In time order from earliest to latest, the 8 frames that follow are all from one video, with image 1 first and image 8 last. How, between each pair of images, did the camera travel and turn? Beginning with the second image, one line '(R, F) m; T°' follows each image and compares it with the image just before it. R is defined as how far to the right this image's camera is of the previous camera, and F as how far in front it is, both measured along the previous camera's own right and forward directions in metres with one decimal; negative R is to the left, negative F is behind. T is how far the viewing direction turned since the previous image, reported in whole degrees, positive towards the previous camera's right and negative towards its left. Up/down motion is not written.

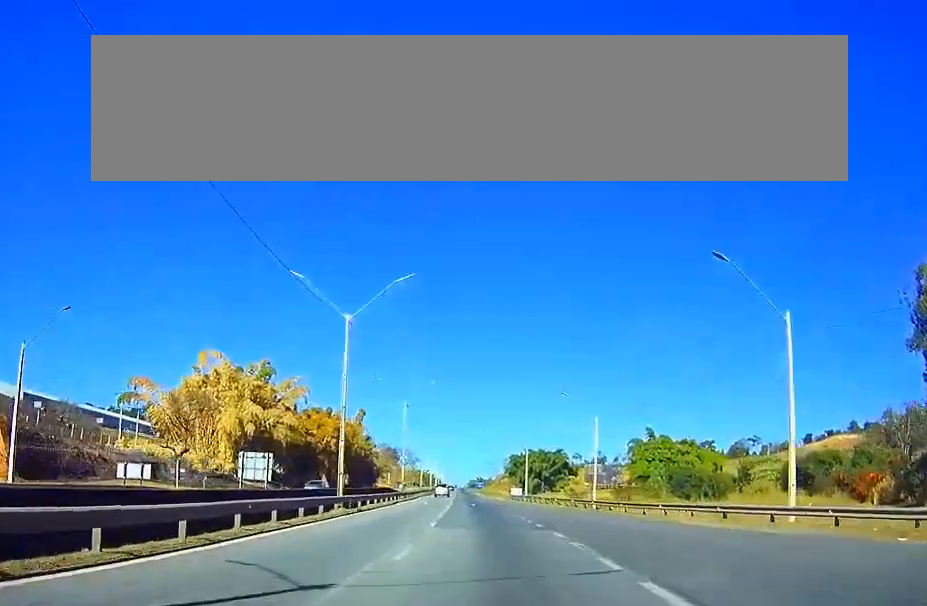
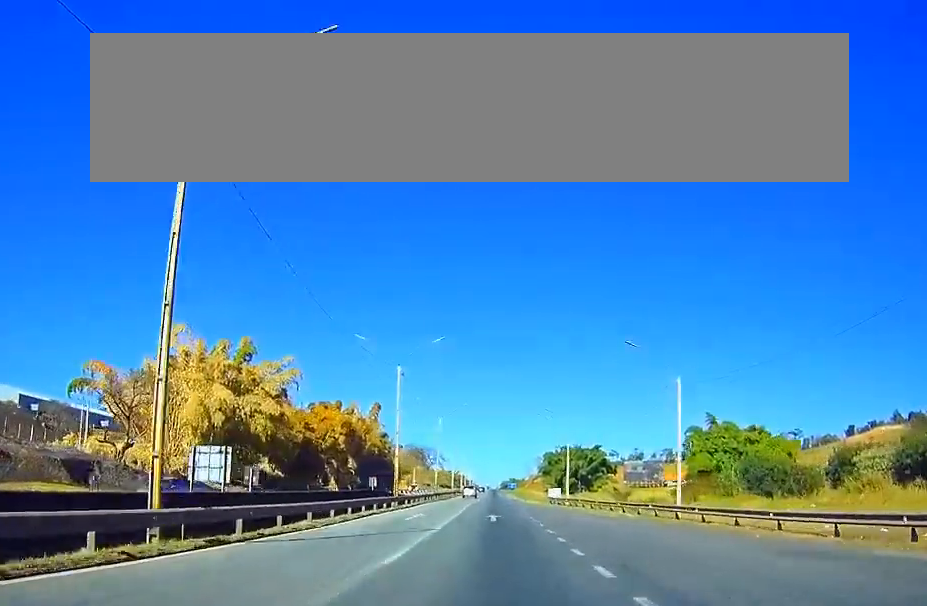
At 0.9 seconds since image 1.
(0.0, +23.9) m; 0°
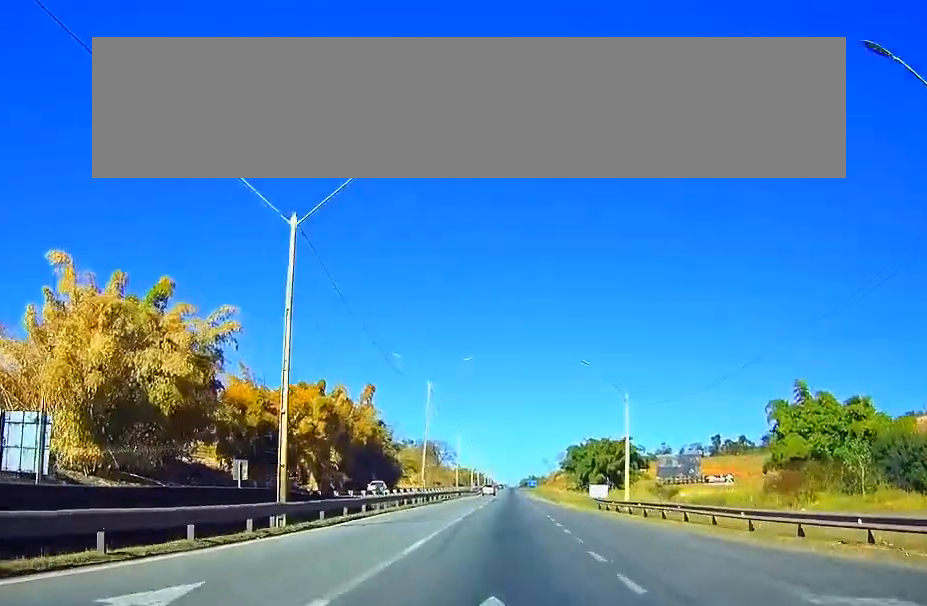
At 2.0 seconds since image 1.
(-0.4, +32.2) m; -2°
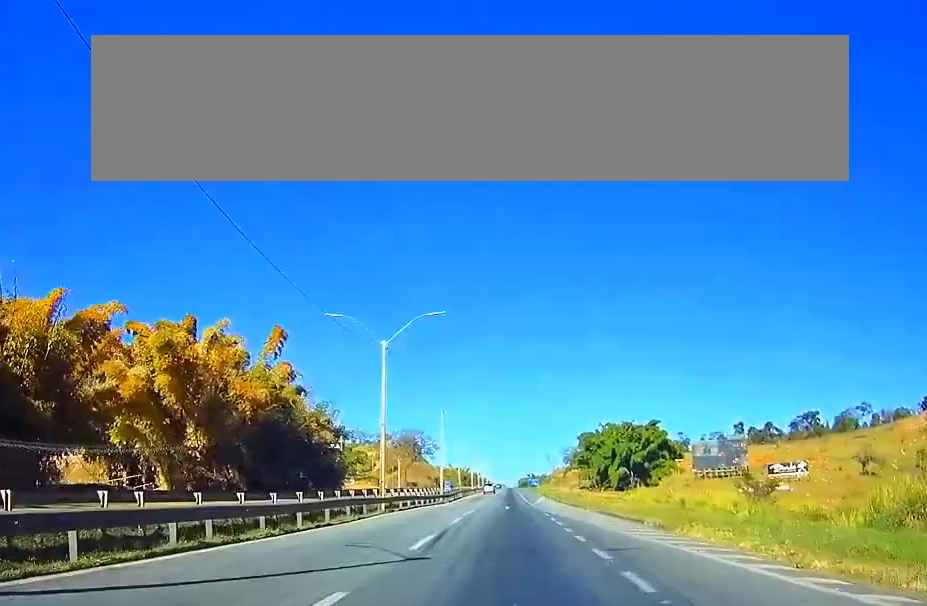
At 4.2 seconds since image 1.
(-1.3, +59.1) m; -1°
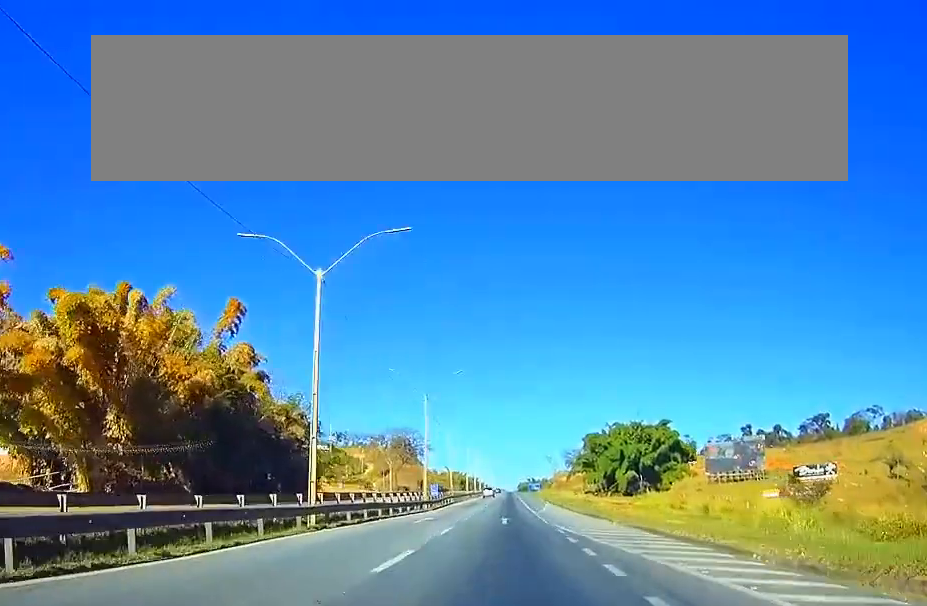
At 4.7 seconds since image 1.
(0.0, +15.8) m; 0°
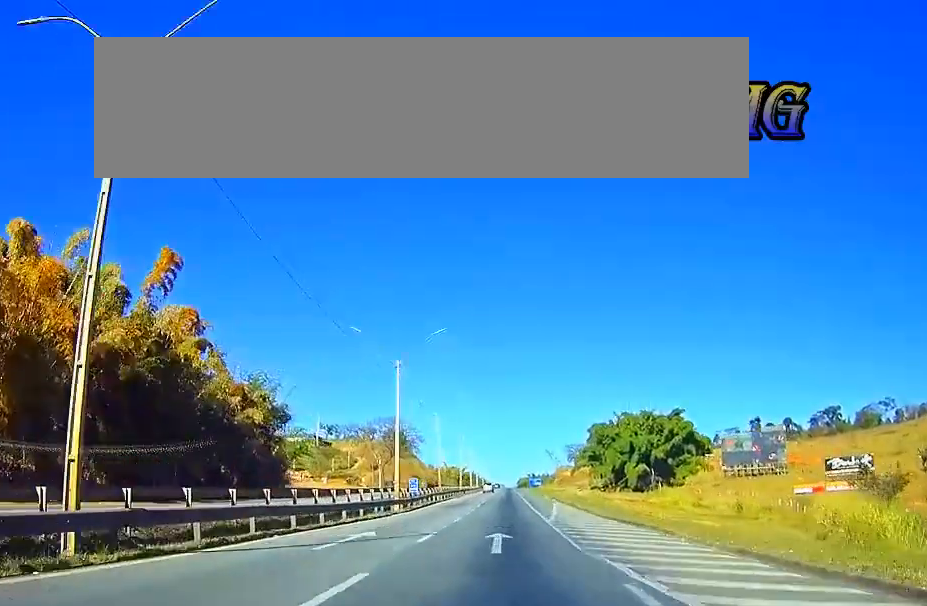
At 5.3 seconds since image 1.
(0.0, +16.8) m; 0°
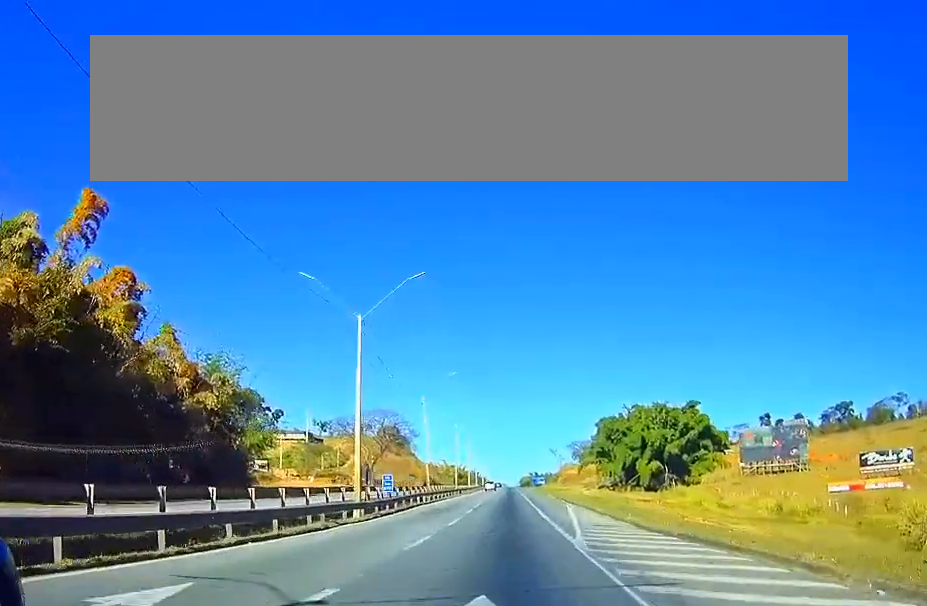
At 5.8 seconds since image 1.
(0.0, +14.0) m; 0°
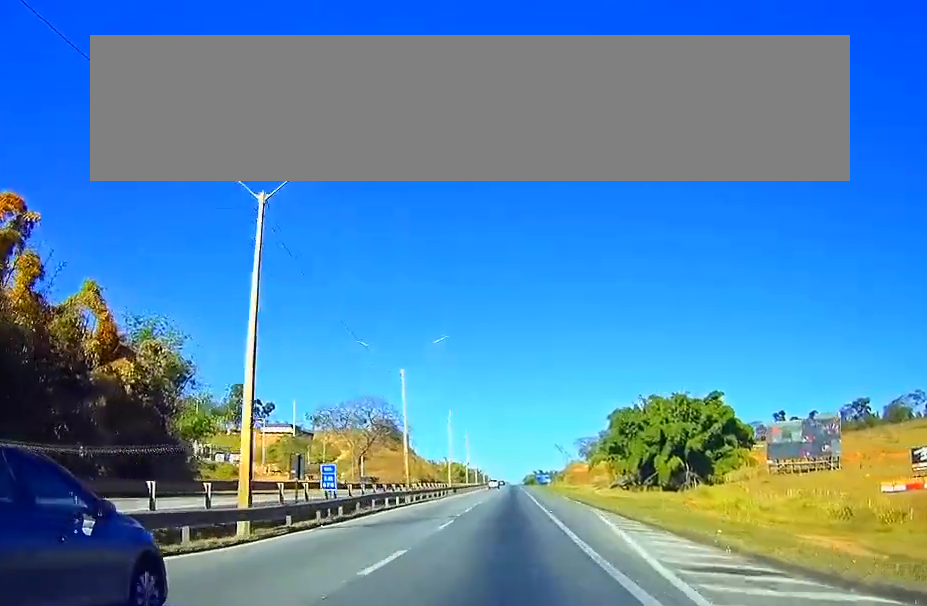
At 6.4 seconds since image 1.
(-0.1, +16.8) m; 0°
